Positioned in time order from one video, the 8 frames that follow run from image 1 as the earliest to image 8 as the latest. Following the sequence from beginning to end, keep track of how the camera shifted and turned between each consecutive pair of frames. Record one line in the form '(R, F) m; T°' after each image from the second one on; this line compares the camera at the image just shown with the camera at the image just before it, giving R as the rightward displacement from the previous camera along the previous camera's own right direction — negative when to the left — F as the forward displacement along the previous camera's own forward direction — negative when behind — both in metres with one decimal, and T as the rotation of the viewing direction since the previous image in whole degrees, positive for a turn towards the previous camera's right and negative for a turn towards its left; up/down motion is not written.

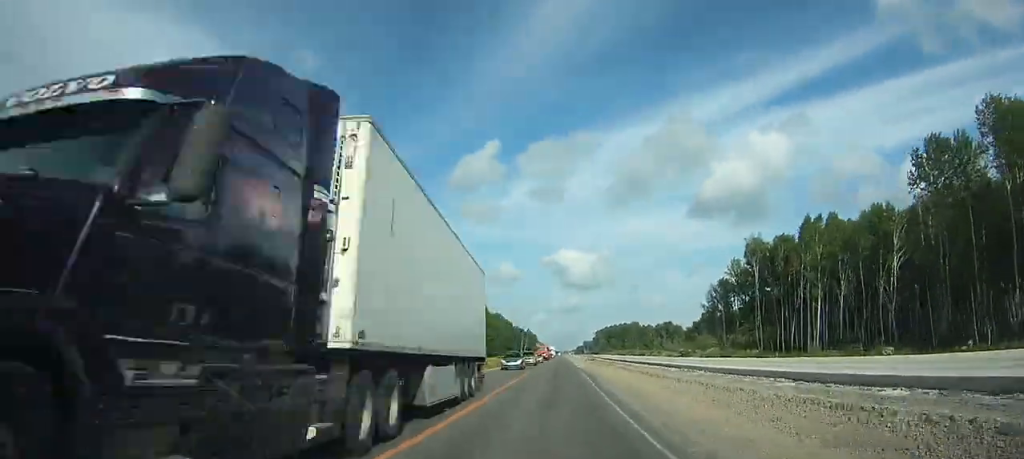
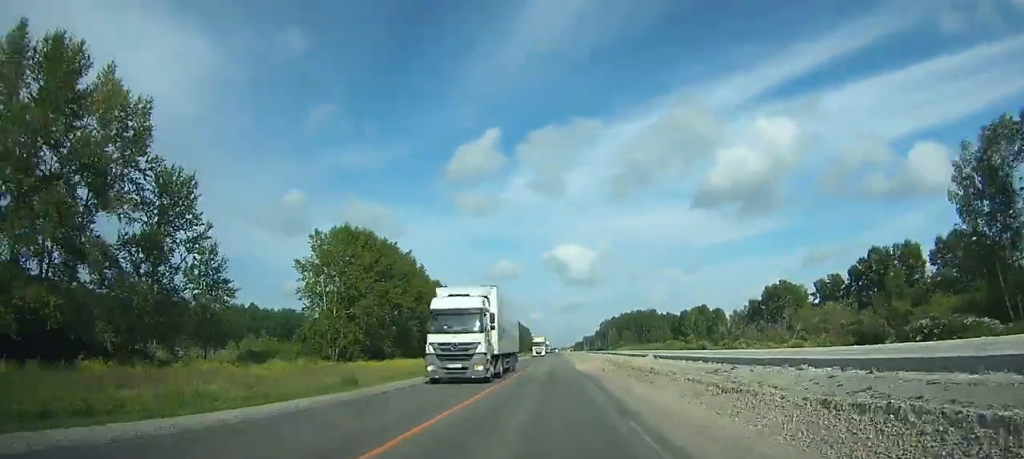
(-0.1, +99.7) m; 0°
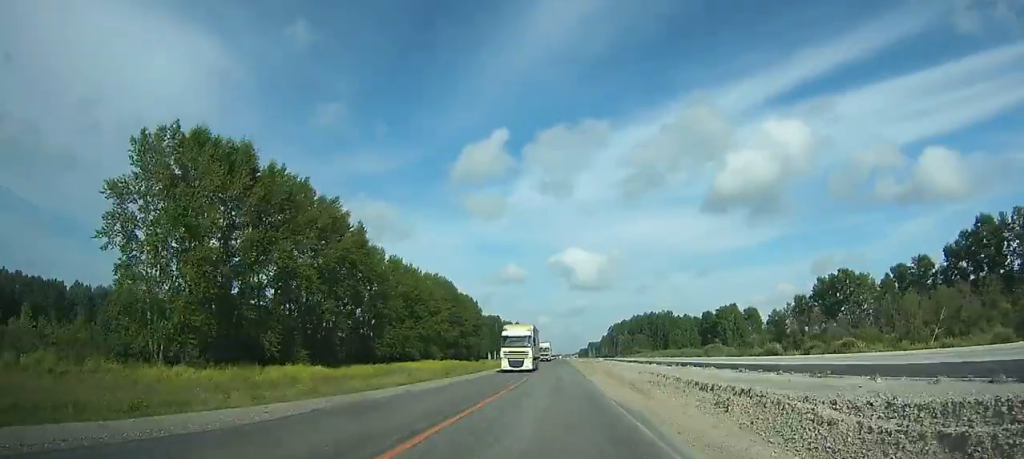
(-0.1, +43.7) m; 0°
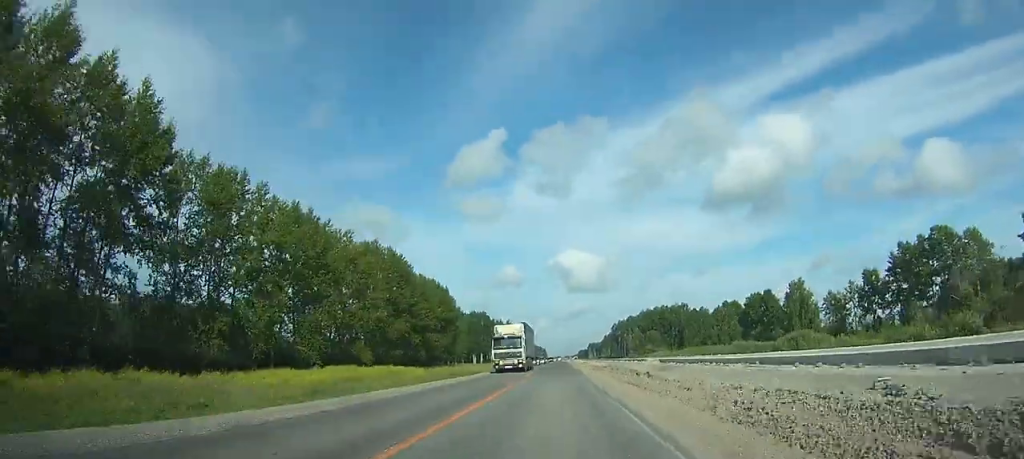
(-0.1, +49.3) m; 0°
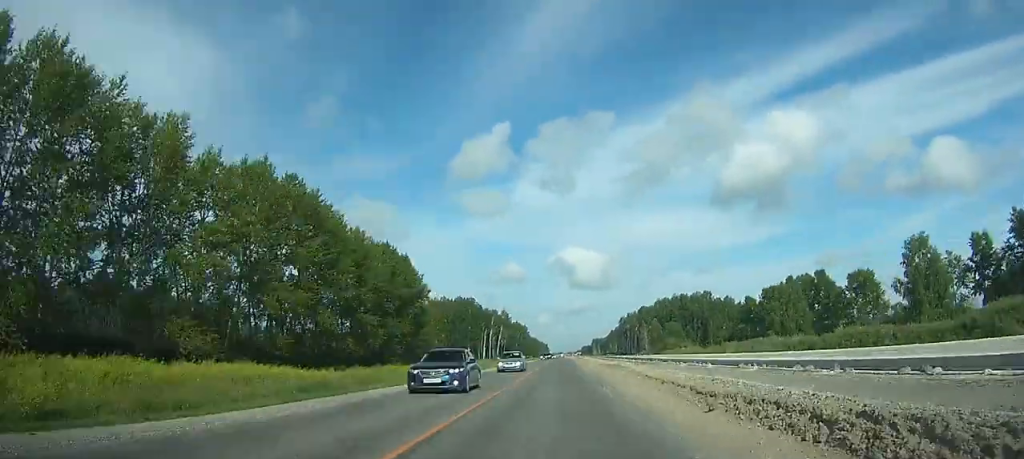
(-0.1, +43.1) m; 0°
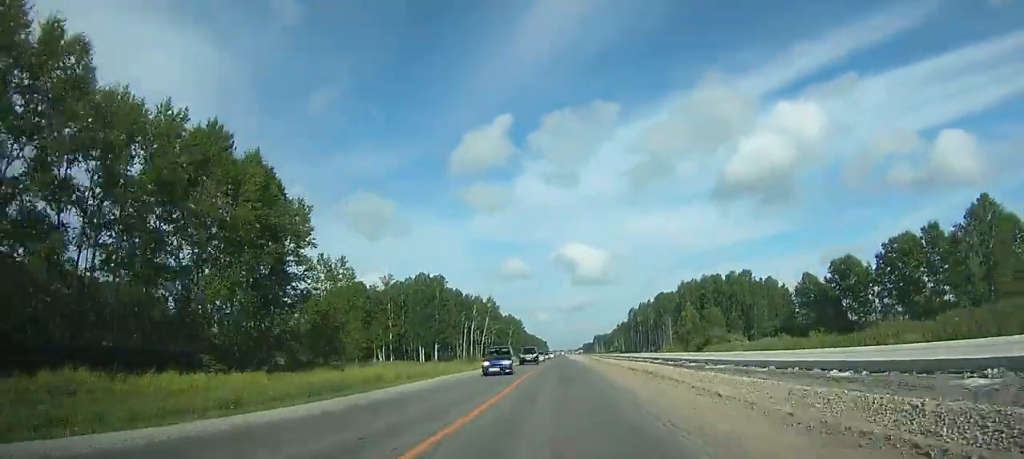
(-0.1, +56.5) m; 0°
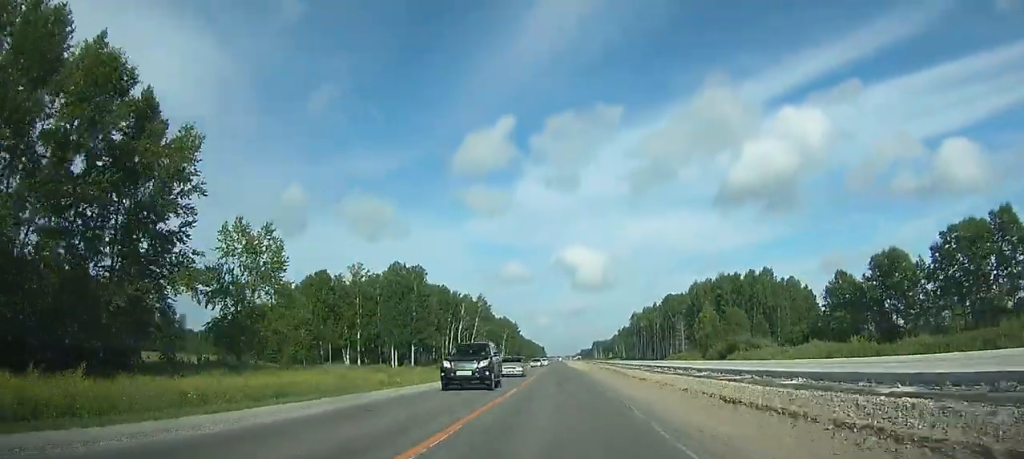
(0.0, +22.7) m; 0°
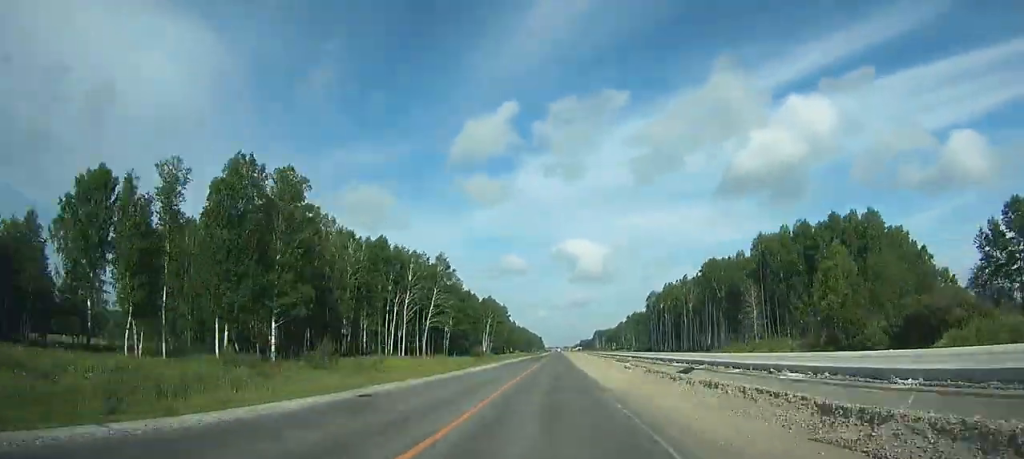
(+0.3, +65.3) m; 0°
